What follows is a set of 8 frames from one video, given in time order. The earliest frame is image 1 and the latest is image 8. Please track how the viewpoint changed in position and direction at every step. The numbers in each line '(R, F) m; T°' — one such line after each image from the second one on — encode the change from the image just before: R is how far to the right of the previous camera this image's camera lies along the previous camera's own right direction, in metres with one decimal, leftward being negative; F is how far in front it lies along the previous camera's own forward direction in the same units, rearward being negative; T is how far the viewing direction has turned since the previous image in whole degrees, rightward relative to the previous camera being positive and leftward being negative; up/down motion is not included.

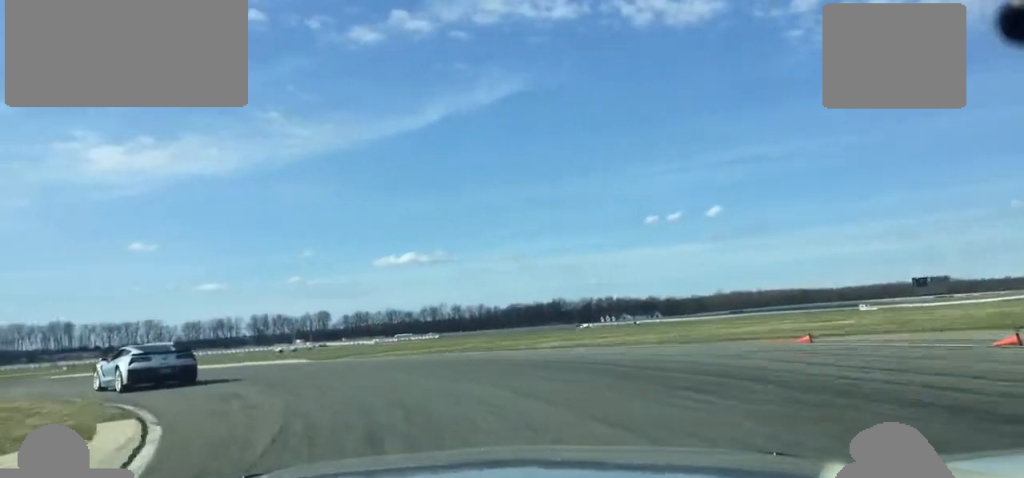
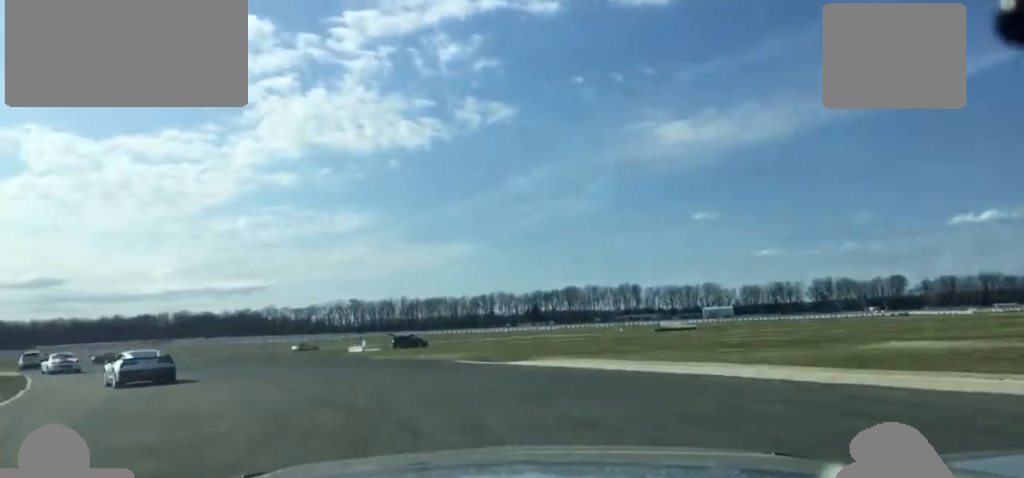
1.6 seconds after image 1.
(-11.4, +32.4) m; -33°
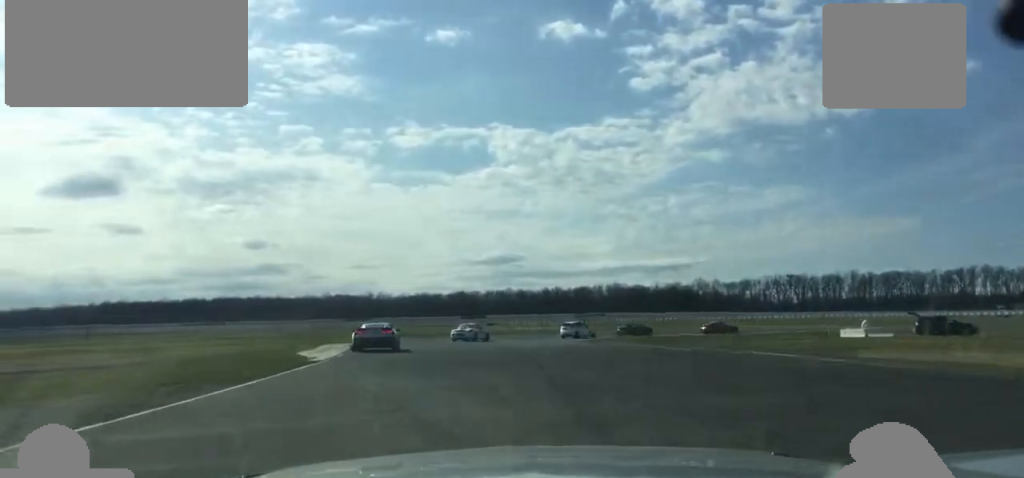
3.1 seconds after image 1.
(-6.6, +33.4) m; -19°
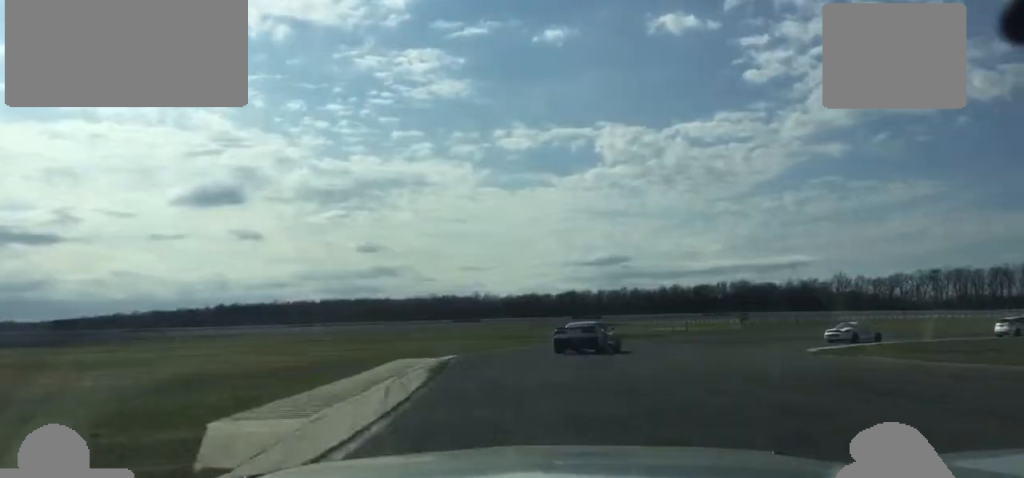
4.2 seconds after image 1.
(-1.5, +24.6) m; 0°
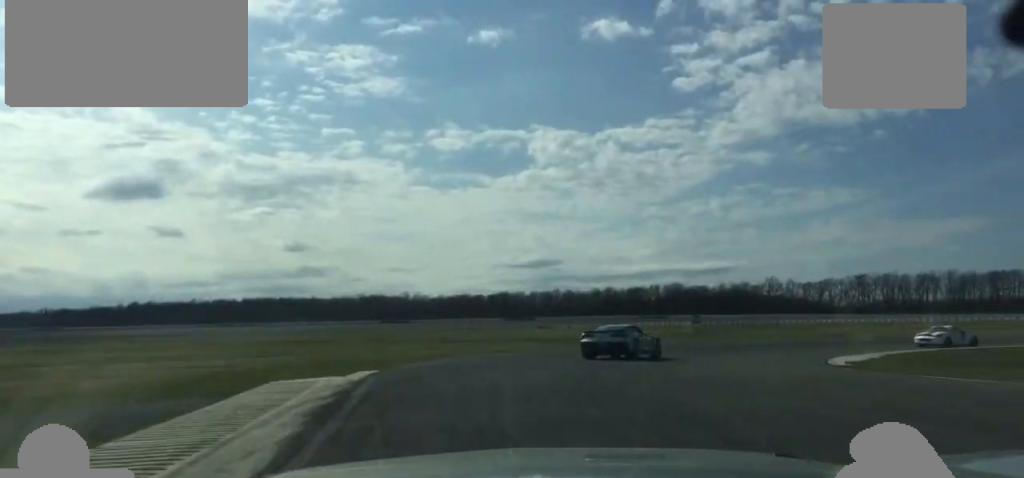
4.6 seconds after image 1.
(+0.2, +9.8) m; +5°
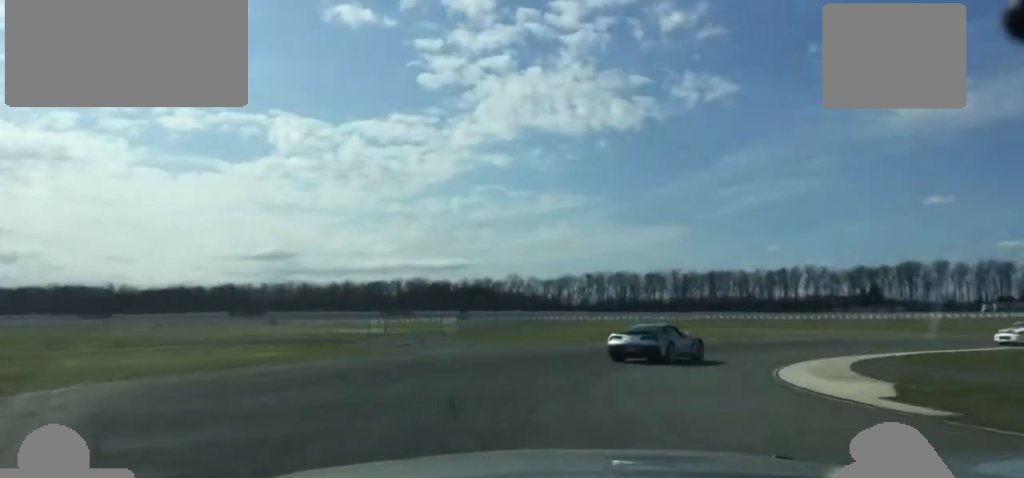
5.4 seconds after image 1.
(+1.4, +17.5) m; +13°
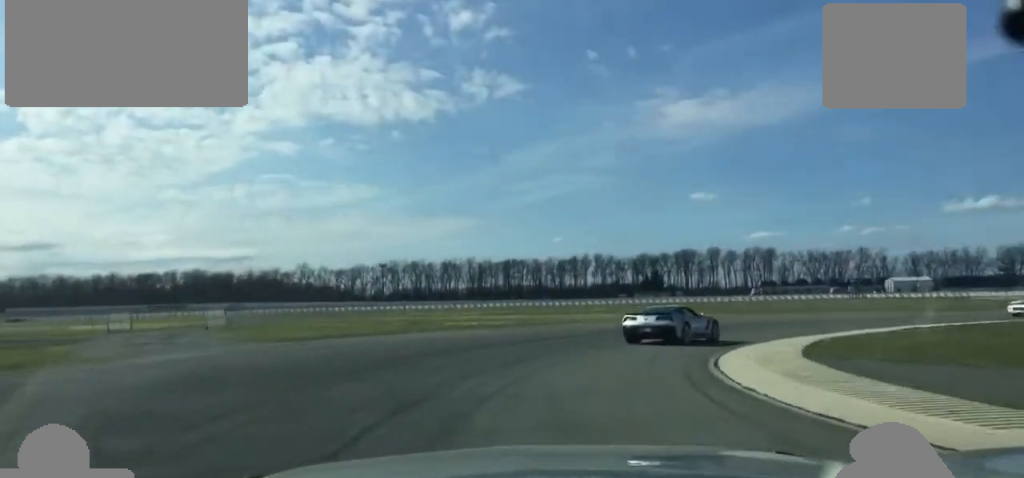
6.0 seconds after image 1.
(-0.1, +12.3) m; +12°
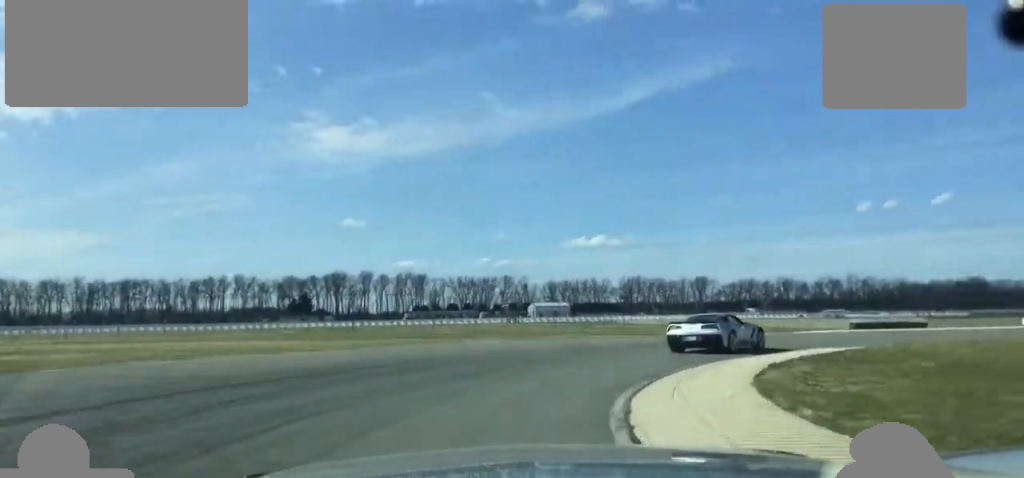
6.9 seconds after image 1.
(+4.8, +19.8) m; +25°
